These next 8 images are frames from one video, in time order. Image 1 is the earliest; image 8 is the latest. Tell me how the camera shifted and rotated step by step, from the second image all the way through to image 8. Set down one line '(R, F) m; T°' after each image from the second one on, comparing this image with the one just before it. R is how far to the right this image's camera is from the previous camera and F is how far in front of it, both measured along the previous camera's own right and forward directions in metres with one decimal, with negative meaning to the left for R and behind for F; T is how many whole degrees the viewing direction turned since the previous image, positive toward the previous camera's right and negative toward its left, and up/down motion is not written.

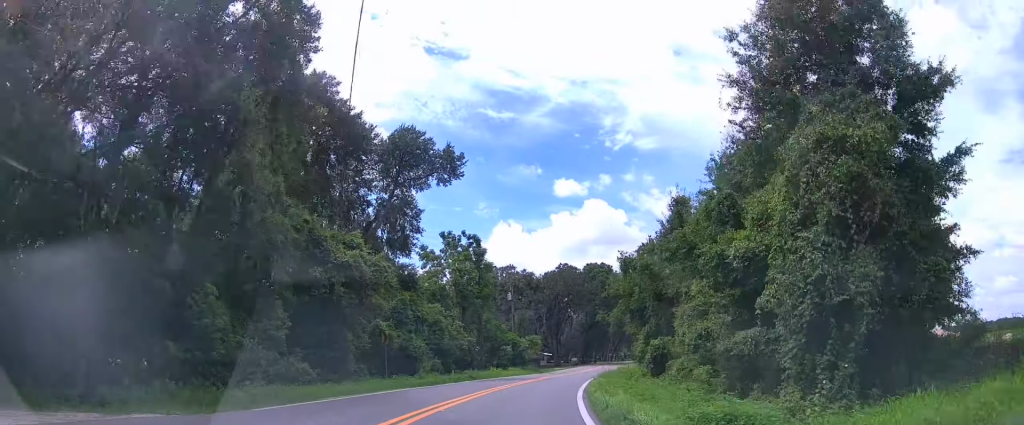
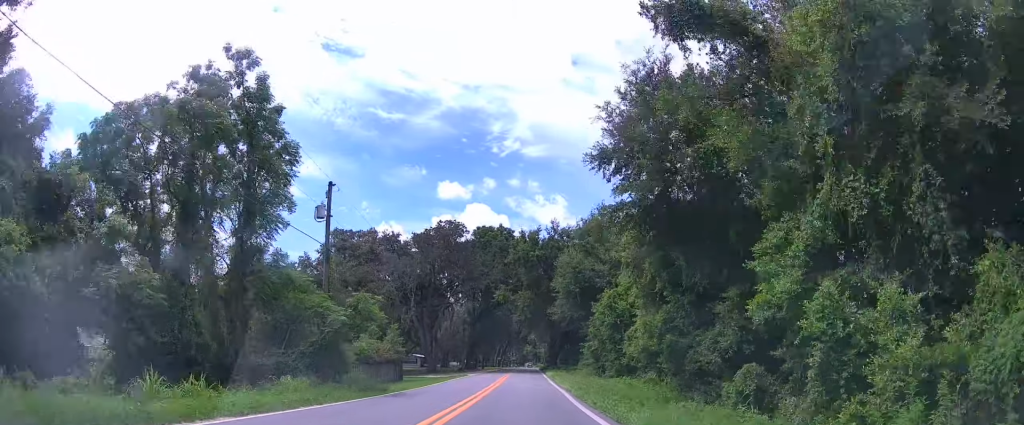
(+4.0, +31.9) m; +14°
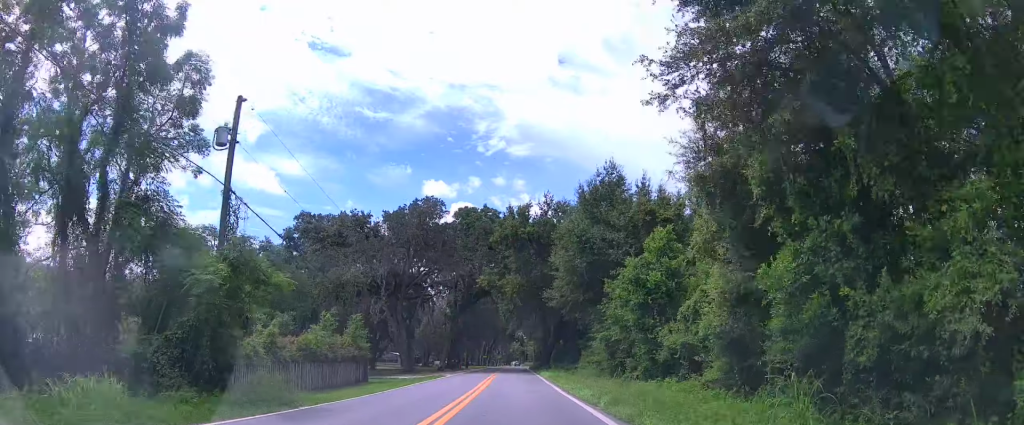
(+0.1, +8.4) m; +3°
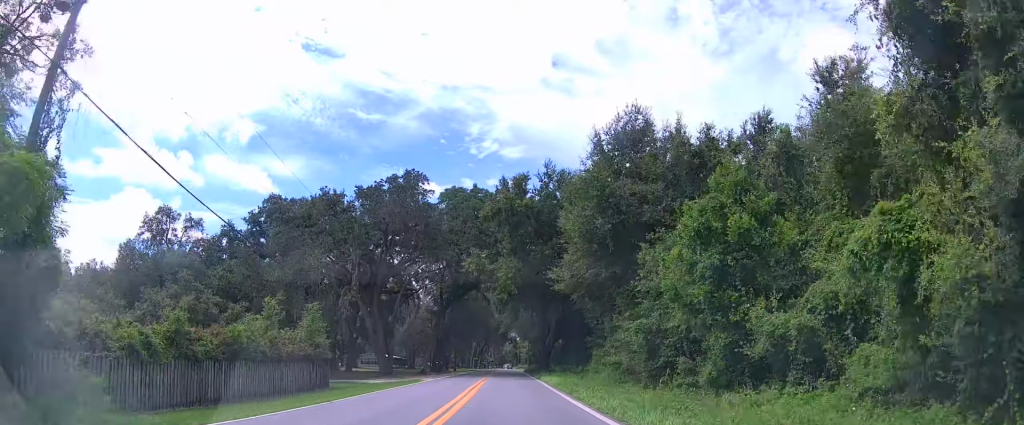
(+0.3, +8.0) m; +2°
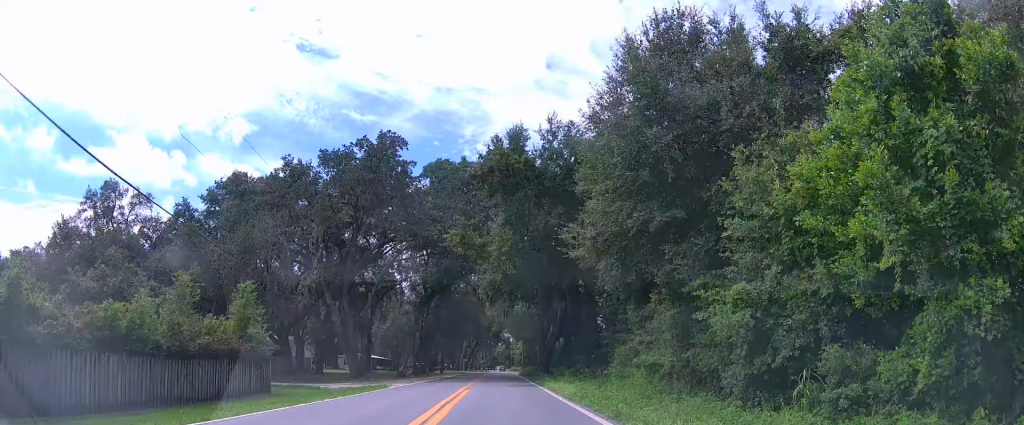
(+0.4, +8.1) m; +2°
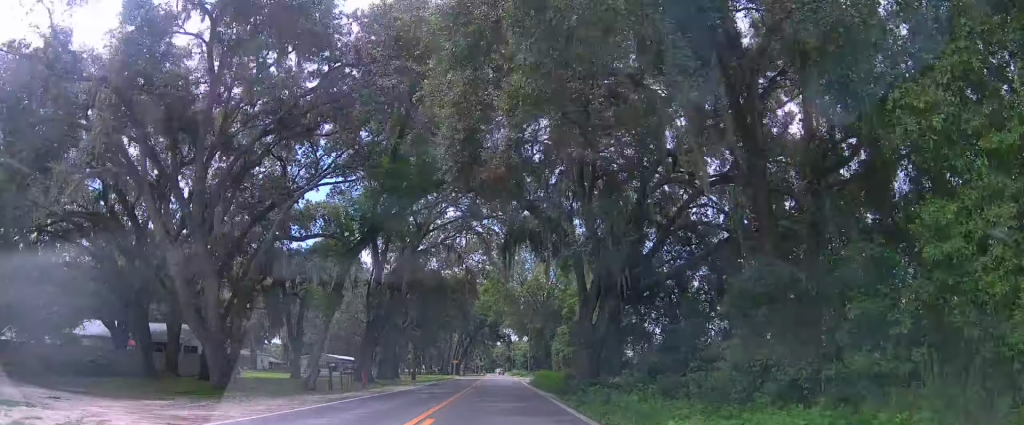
(+0.4, +23.4) m; 0°
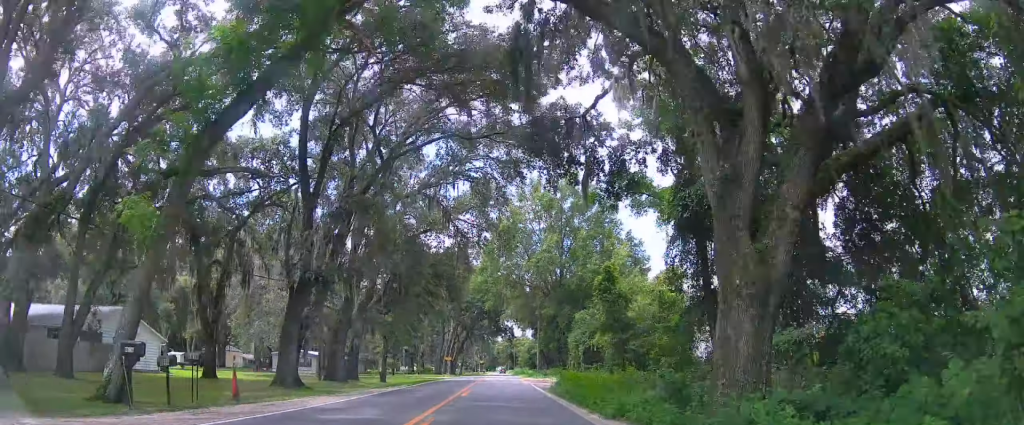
(-0.2, +14.0) m; -1°
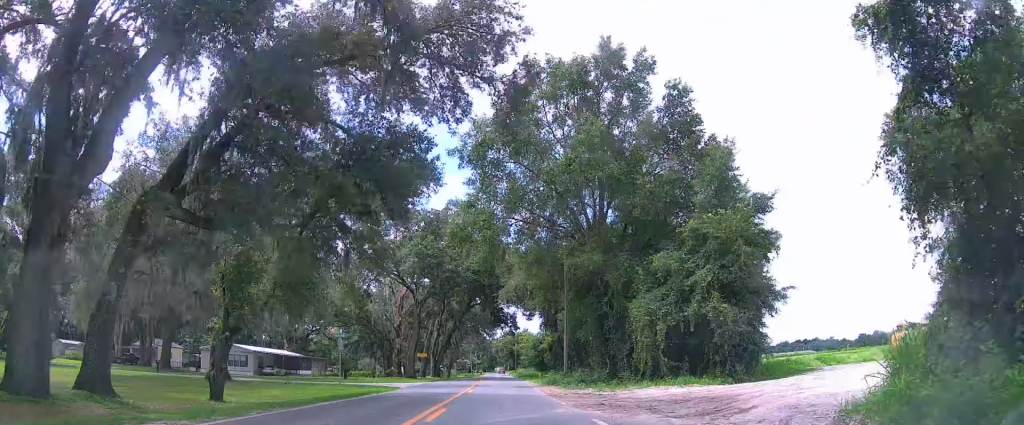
(-0.2, +22.8) m; 0°
